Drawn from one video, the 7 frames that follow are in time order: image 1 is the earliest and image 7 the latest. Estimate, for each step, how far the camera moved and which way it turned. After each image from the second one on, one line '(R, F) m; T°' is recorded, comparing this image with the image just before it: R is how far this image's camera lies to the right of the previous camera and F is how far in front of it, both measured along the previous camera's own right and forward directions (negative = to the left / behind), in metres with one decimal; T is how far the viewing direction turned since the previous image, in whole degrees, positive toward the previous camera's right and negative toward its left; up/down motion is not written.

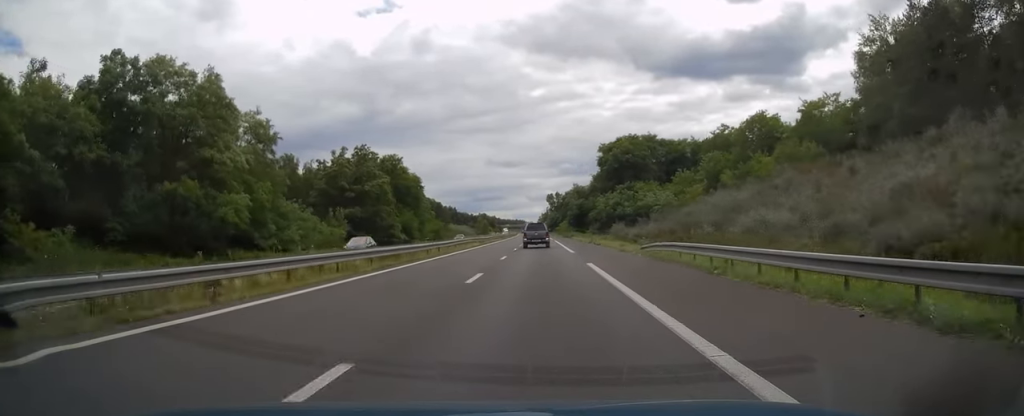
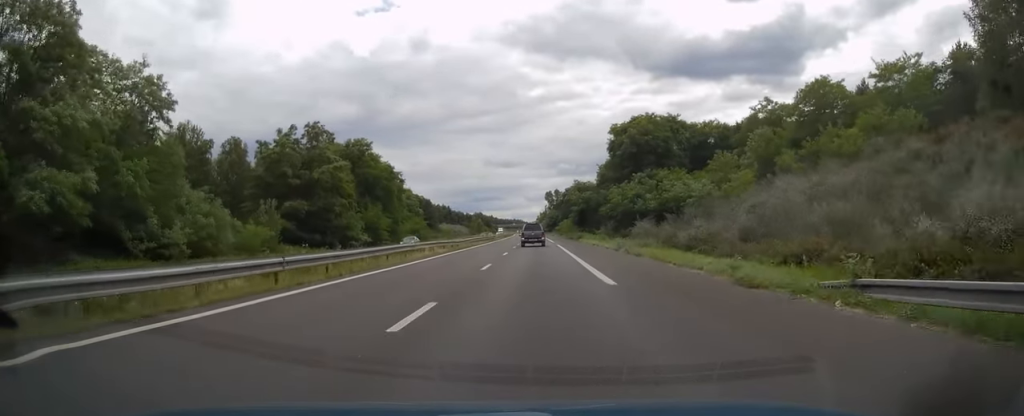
(0.0, +20.7) m; 0°
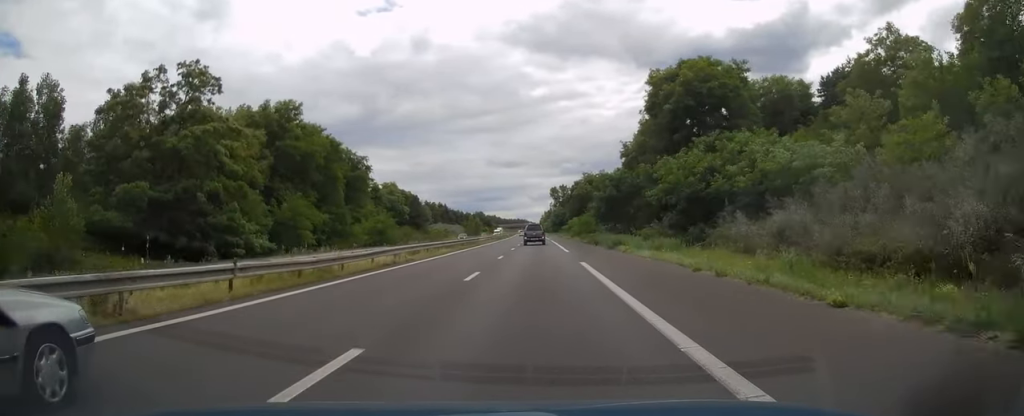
(0.0, +30.5) m; 0°
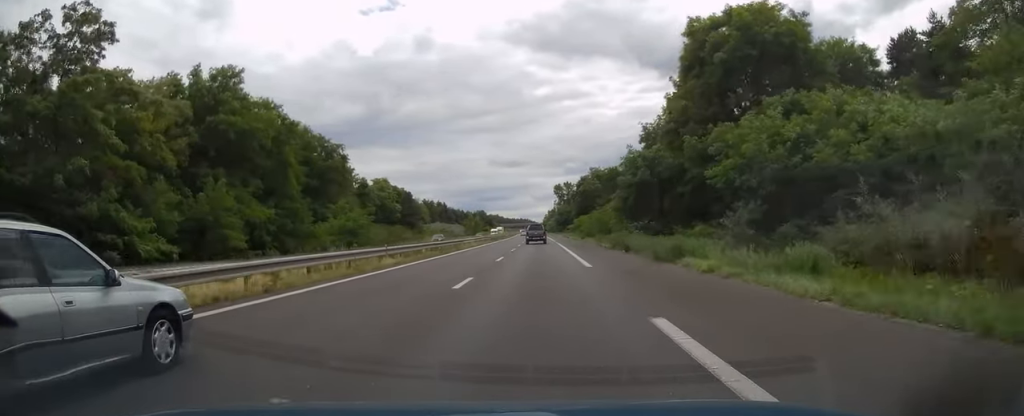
(0.0, +15.3) m; 0°
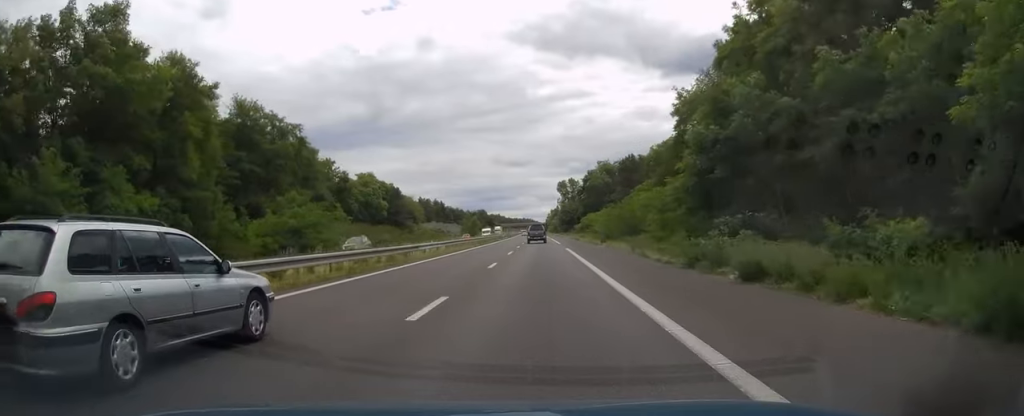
(0.0, +18.2) m; 0°
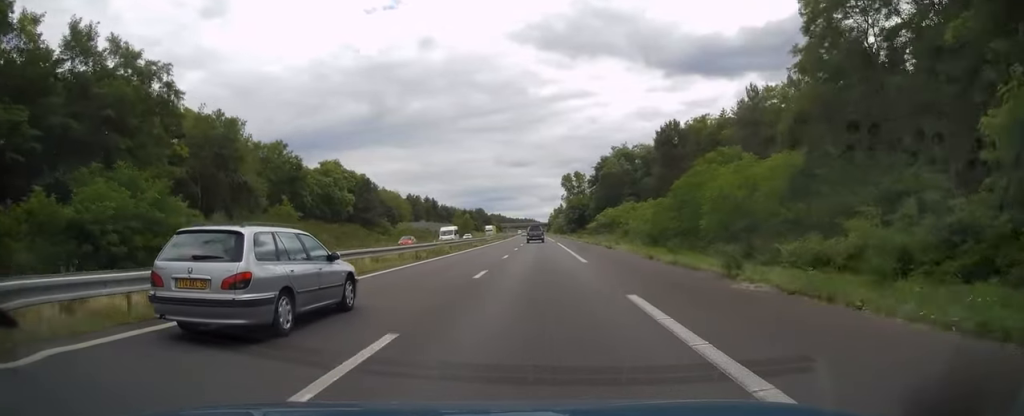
(-0.1, +30.5) m; 0°
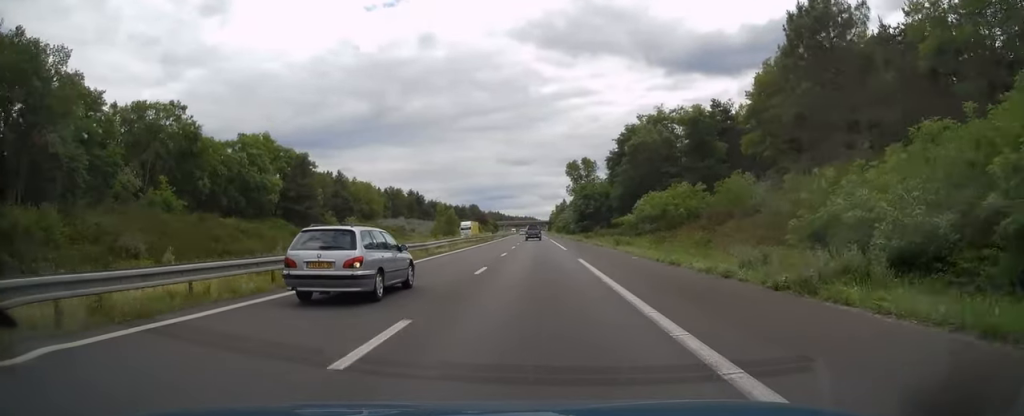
(-0.1, +37.9) m; 0°
